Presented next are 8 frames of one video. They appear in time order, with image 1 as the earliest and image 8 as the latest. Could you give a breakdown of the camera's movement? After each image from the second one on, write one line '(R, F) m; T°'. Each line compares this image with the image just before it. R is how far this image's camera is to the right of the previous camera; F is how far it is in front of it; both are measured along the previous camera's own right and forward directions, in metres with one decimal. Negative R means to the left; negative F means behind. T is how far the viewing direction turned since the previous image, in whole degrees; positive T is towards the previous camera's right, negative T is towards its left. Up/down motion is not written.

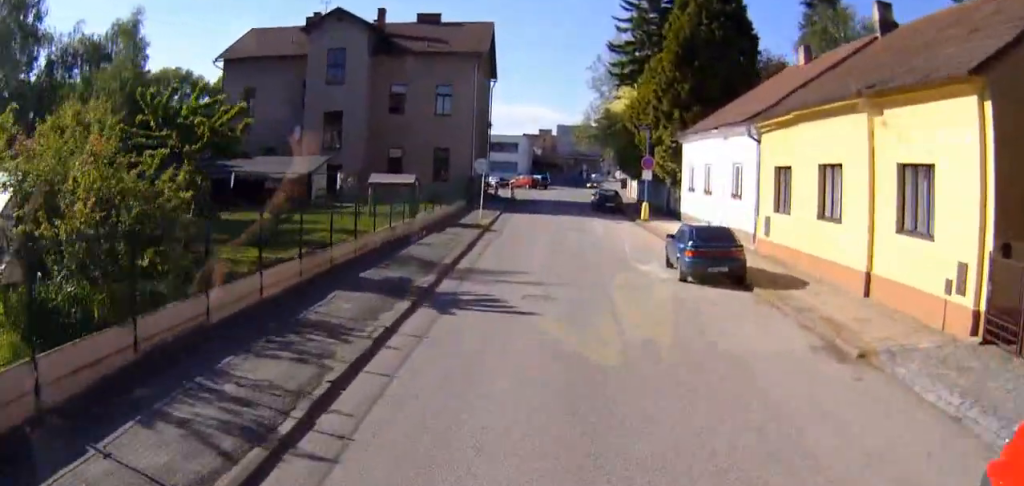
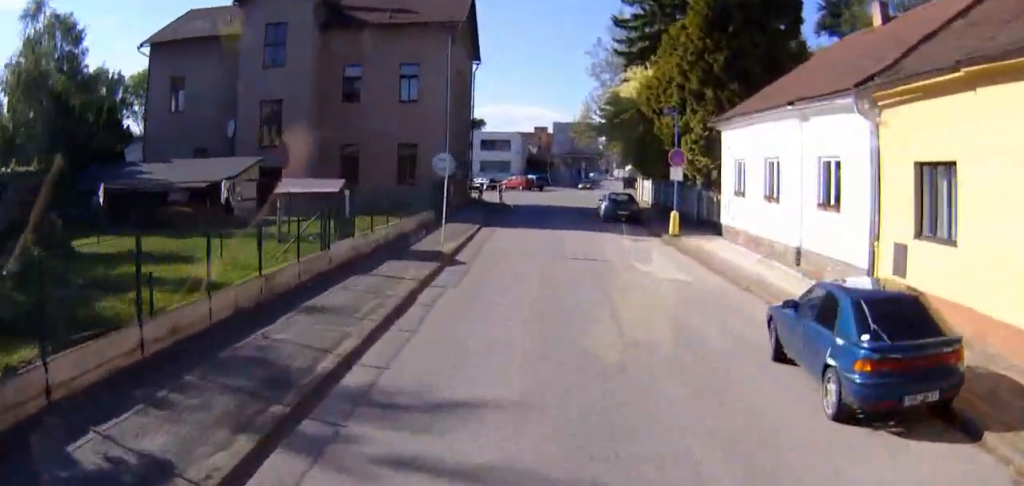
(0.0, +9.4) m; +1°
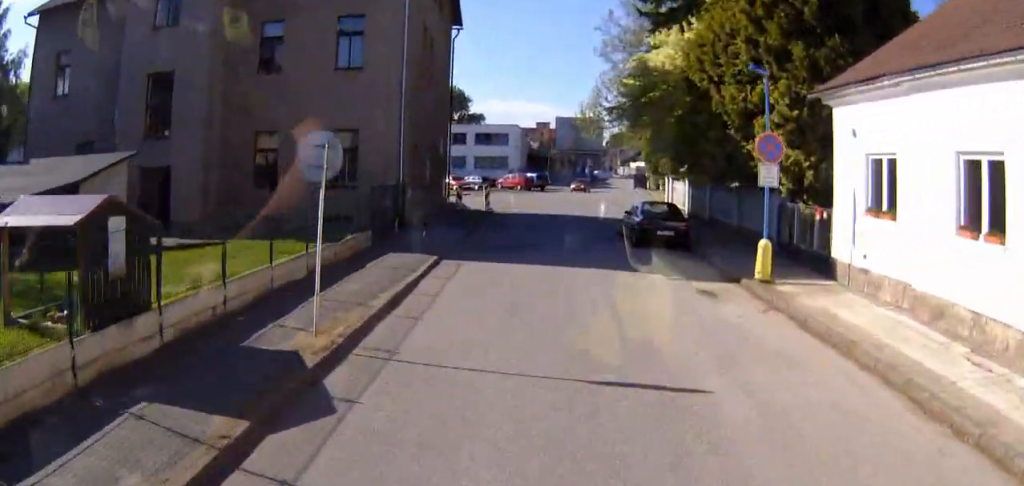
(+0.3, +11.1) m; +1°
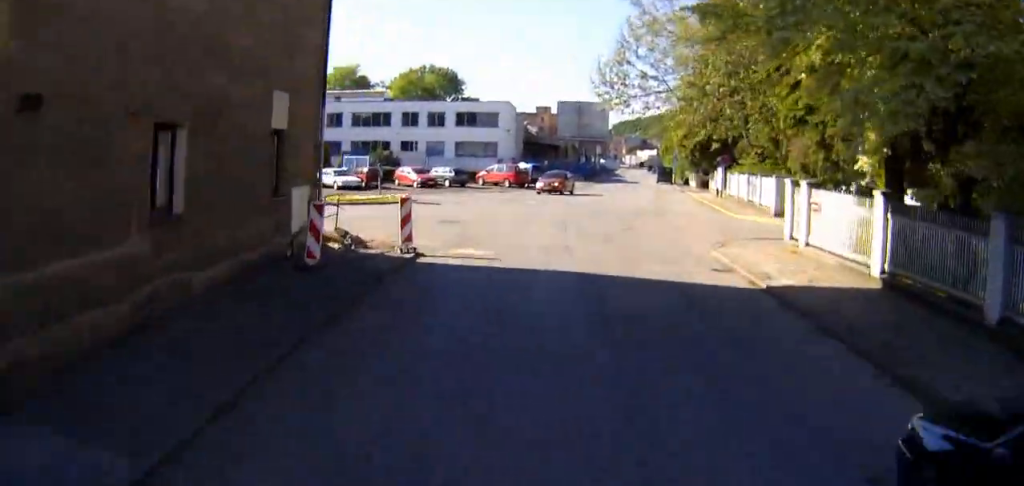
(+0.1, +20.3) m; 0°
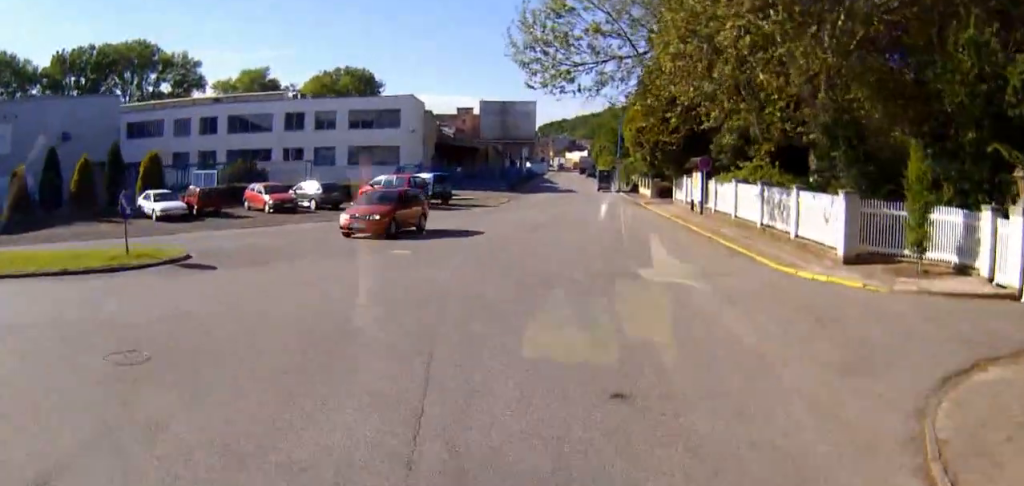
(+0.1, +18.2) m; +1°
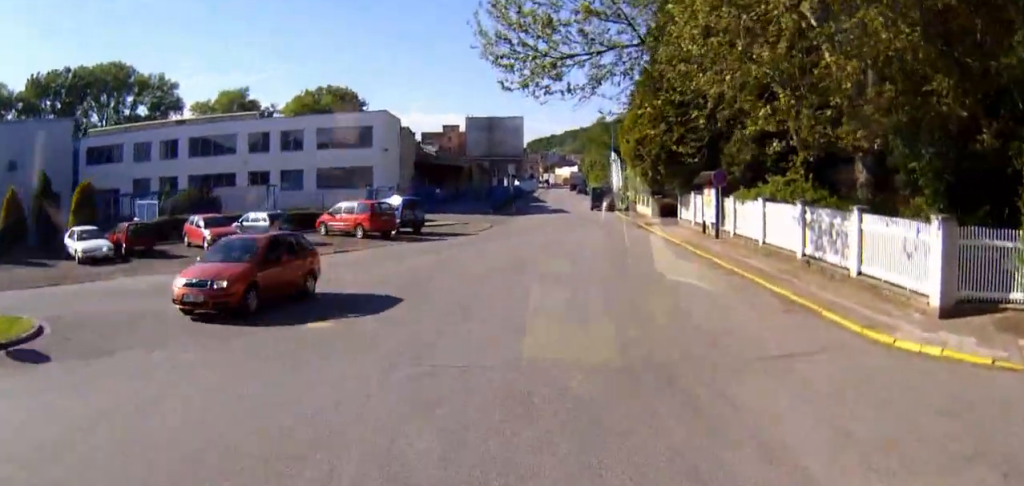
(+0.1, +7.9) m; +1°
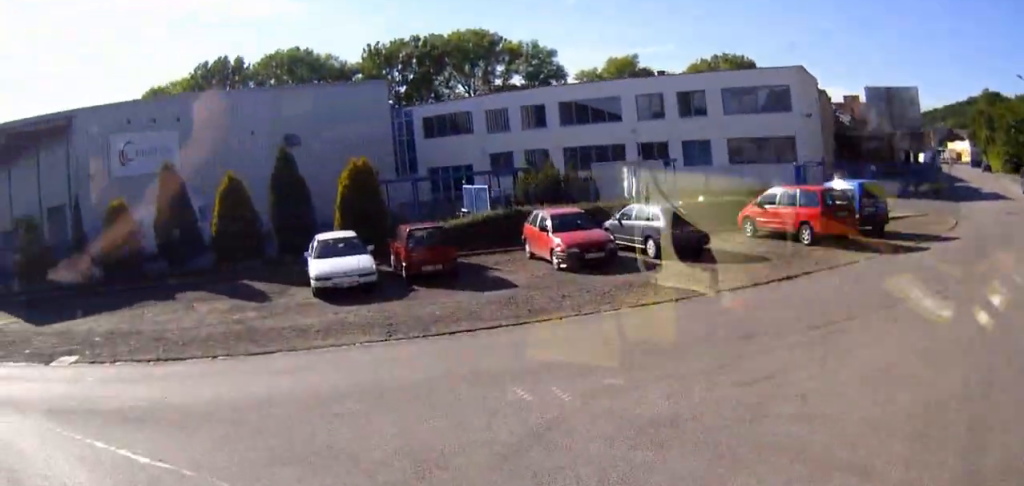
(-0.7, +19.2) m; -25°
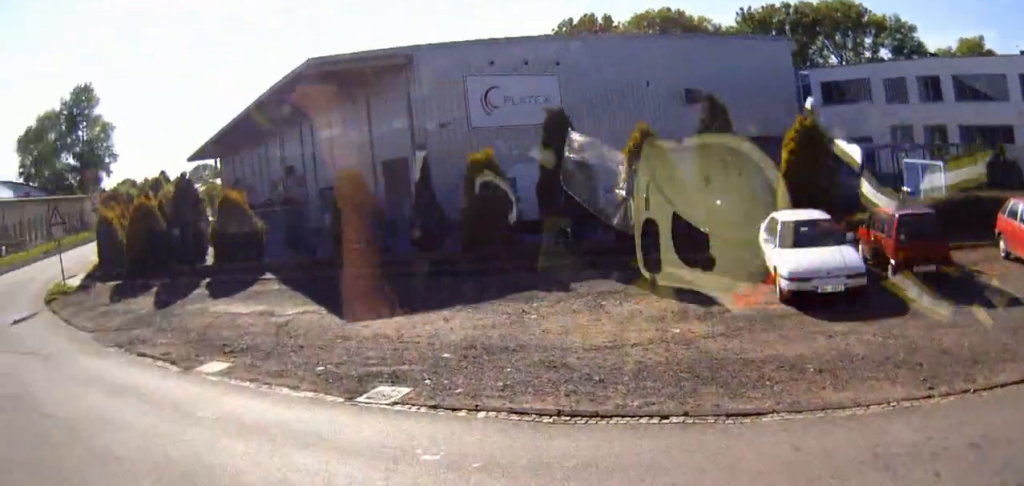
(-1.6, +4.8) m; -49°
